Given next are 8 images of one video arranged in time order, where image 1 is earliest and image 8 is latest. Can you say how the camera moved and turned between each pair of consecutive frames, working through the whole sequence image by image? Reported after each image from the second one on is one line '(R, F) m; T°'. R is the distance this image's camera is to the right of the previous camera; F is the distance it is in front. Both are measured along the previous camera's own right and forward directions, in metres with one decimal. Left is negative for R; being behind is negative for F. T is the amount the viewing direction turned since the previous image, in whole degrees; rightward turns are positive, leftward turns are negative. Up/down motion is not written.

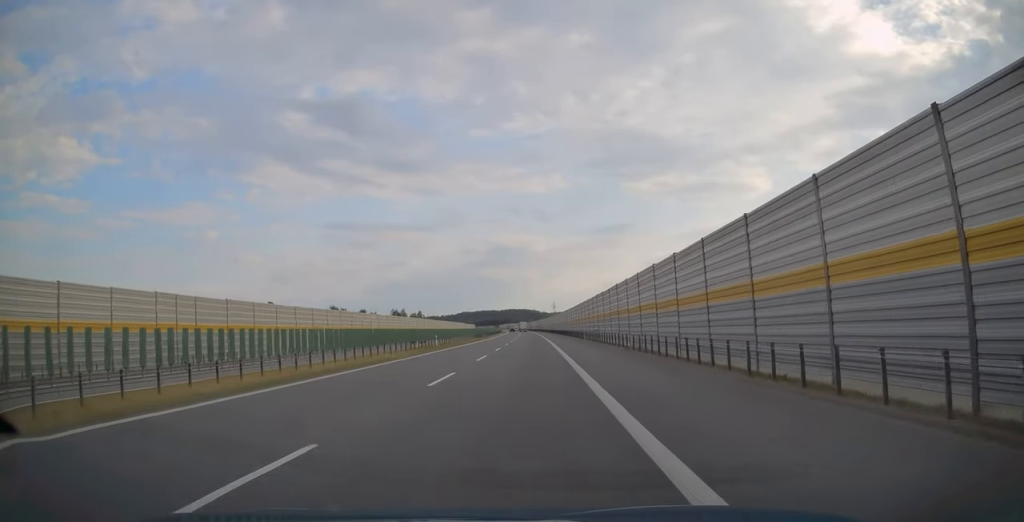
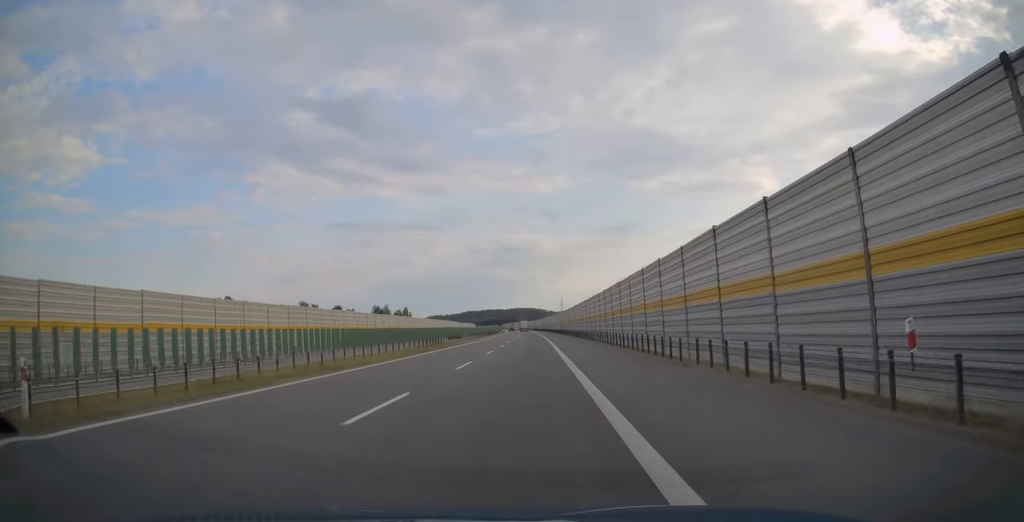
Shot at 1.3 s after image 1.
(0.0, +41.9) m; 0°
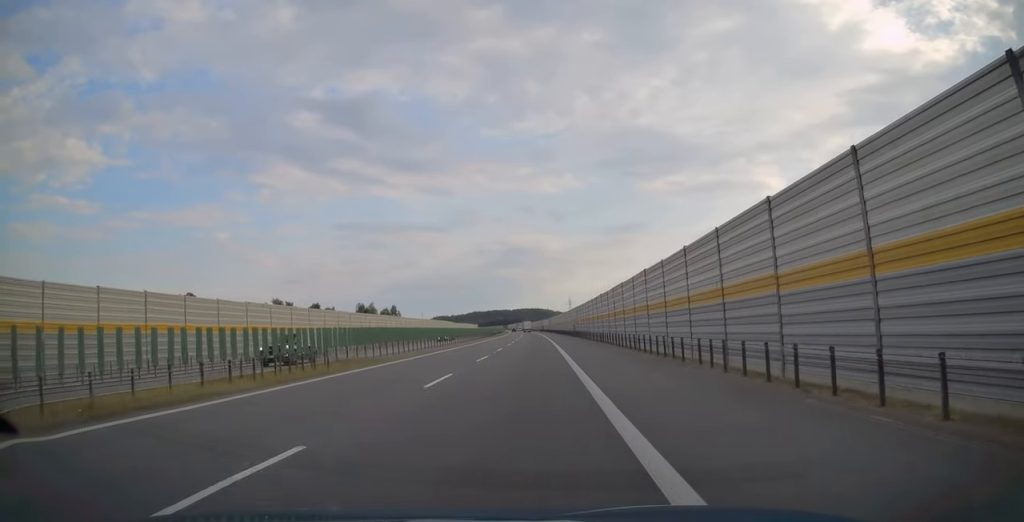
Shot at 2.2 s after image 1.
(-0.1, +30.0) m; -1°
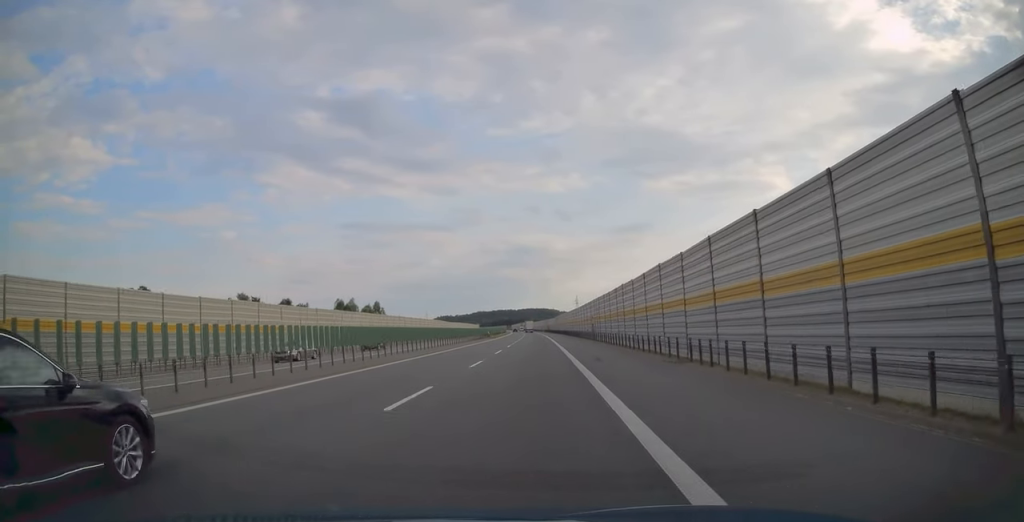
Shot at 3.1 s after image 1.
(-0.2, +28.4) m; -1°
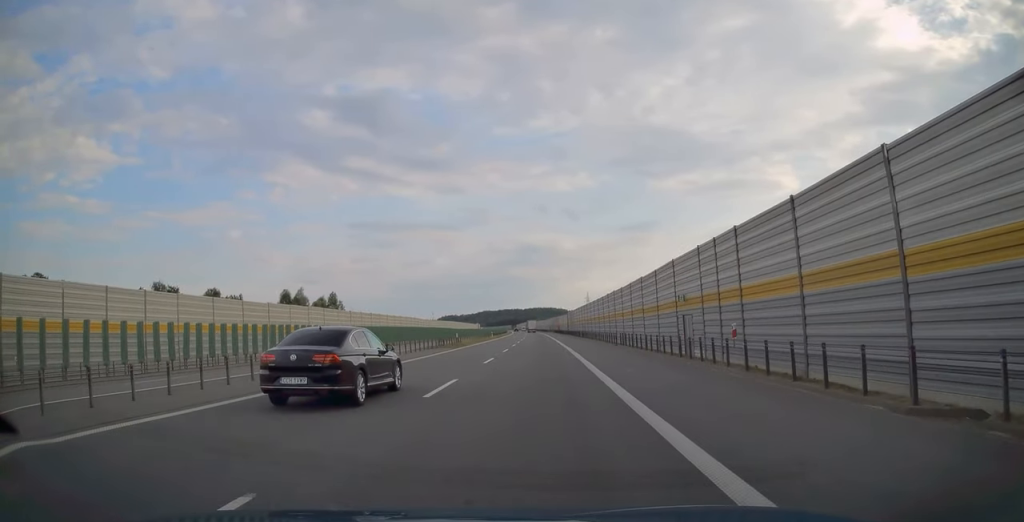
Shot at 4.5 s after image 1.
(-0.2, +45.9) m; -1°
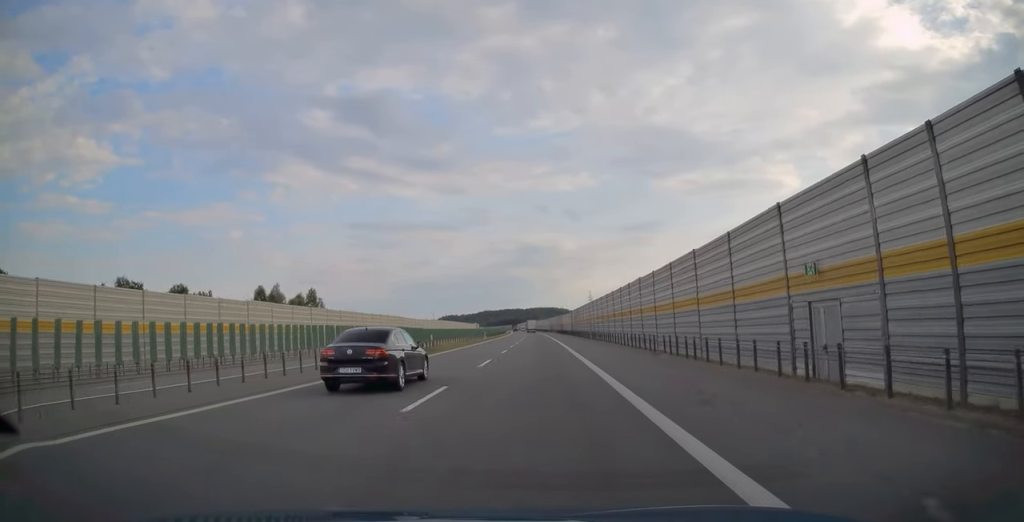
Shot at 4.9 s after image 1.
(0.0, +14.2) m; 0°
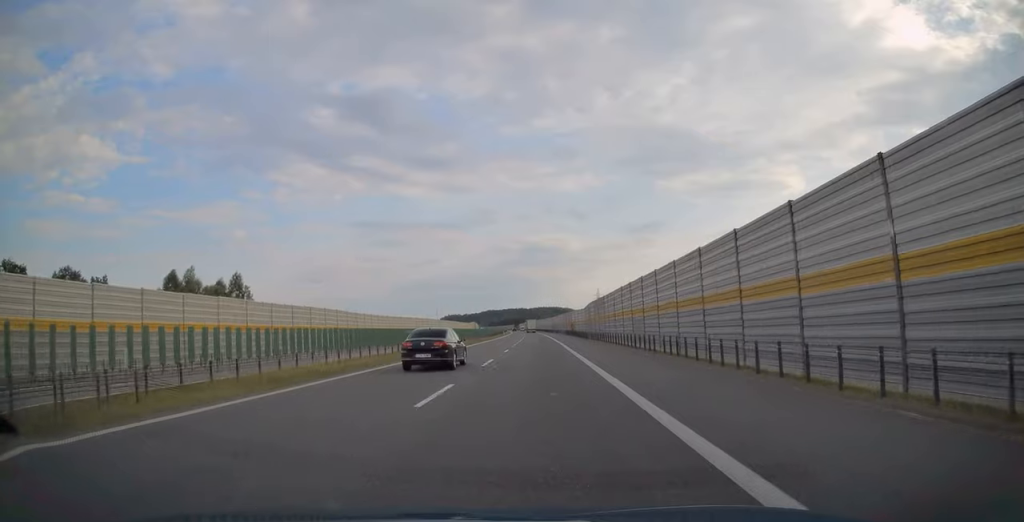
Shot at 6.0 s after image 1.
(-0.1, +35.5) m; -1°
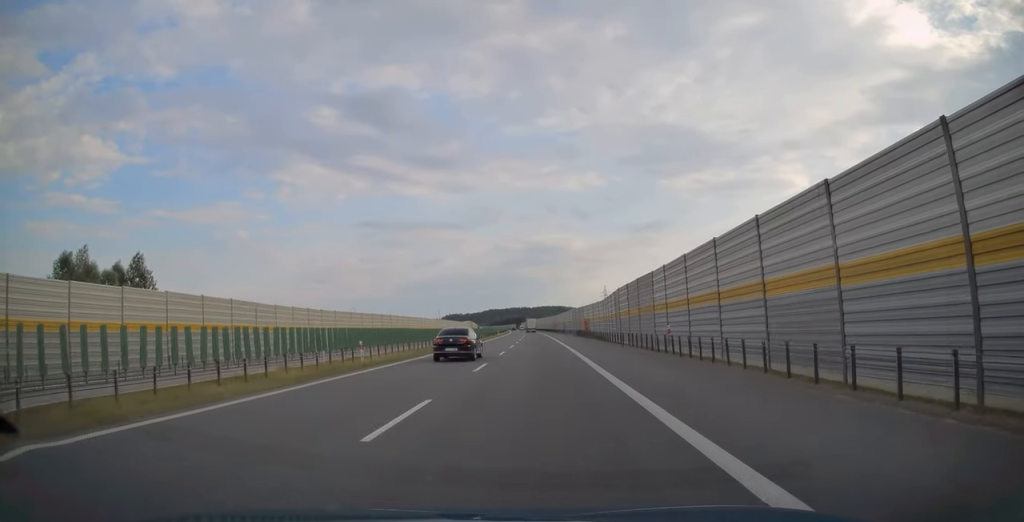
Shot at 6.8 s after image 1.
(-0.2, +27.3) m; 0°
